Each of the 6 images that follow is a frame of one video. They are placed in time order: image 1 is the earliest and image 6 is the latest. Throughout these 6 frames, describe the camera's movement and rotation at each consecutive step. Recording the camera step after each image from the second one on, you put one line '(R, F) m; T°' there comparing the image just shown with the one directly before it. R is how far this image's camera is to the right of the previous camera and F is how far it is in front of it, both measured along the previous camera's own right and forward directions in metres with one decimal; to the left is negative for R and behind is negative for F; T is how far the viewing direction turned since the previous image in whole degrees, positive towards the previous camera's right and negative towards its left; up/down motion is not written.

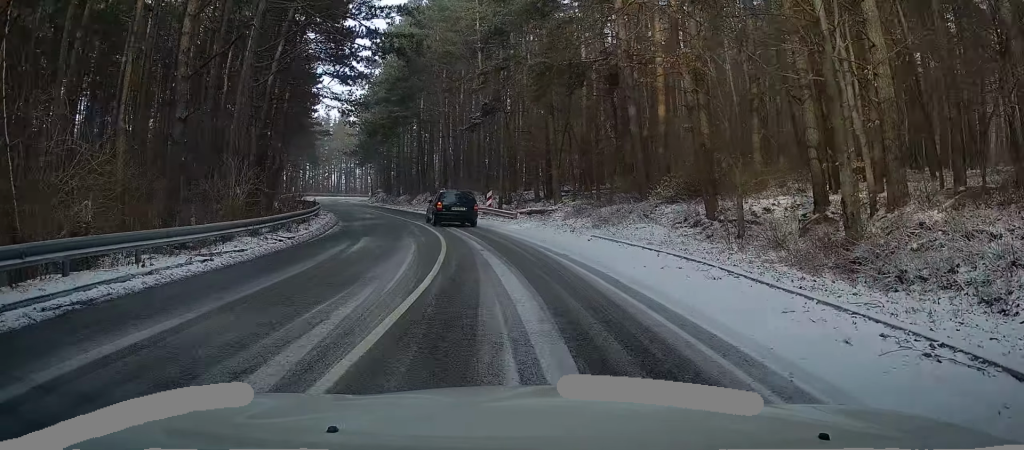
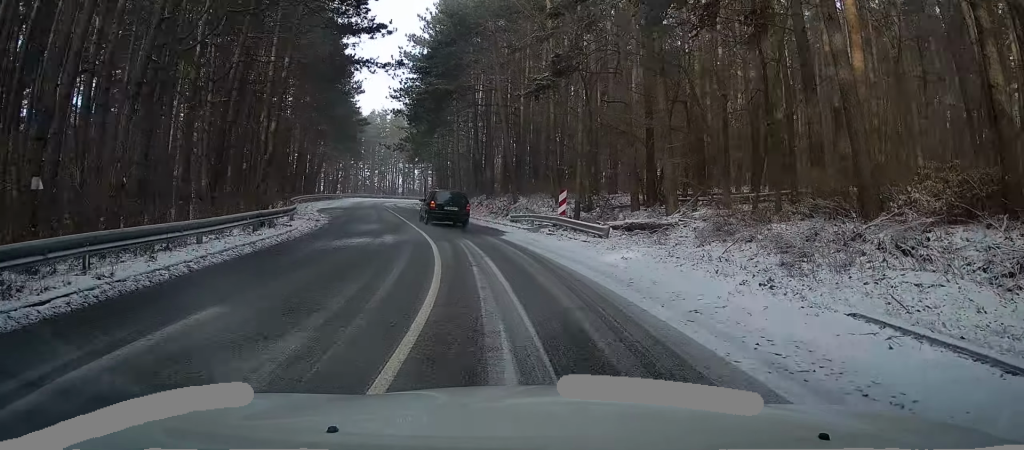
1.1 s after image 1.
(0.0, +12.5) m; -3°
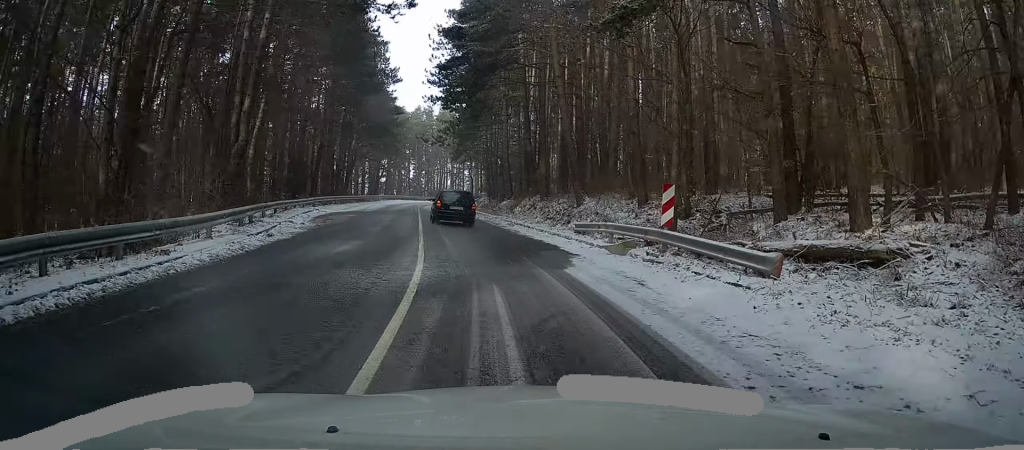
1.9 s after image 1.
(-0.3, +9.1) m; -4°
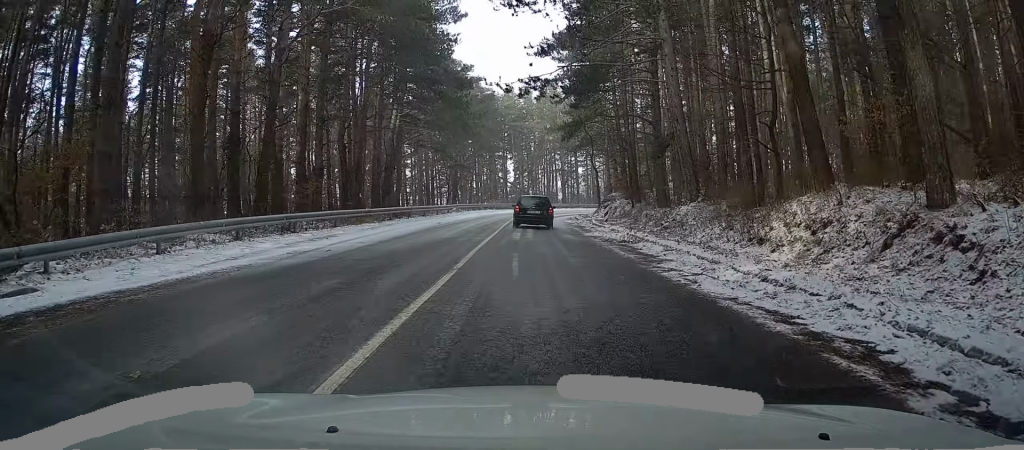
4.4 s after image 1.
(-3.2, +29.5) m; -10°
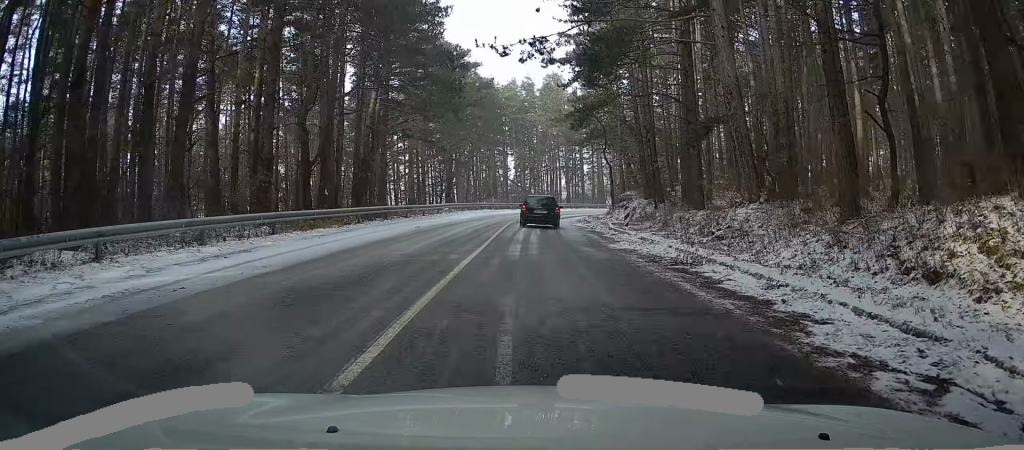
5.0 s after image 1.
(-0.1, +6.7) m; 0°
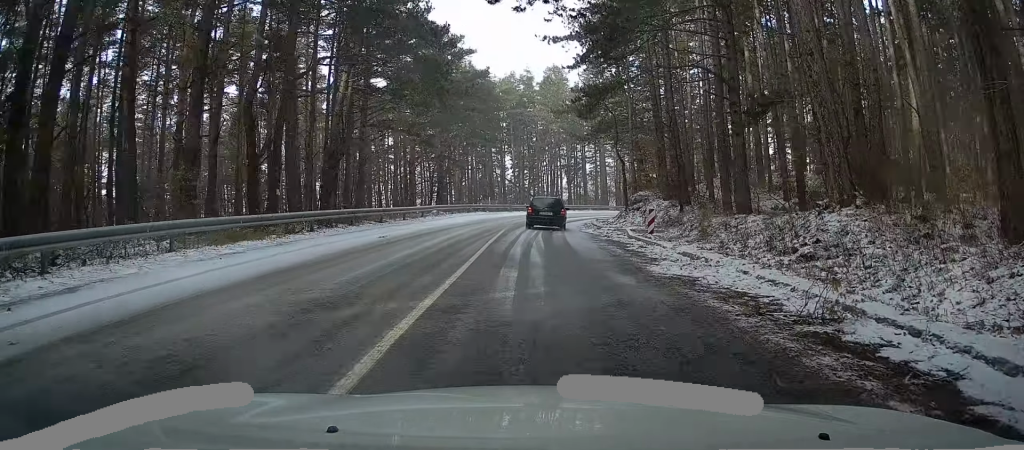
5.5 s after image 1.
(0.0, +5.9) m; 0°
